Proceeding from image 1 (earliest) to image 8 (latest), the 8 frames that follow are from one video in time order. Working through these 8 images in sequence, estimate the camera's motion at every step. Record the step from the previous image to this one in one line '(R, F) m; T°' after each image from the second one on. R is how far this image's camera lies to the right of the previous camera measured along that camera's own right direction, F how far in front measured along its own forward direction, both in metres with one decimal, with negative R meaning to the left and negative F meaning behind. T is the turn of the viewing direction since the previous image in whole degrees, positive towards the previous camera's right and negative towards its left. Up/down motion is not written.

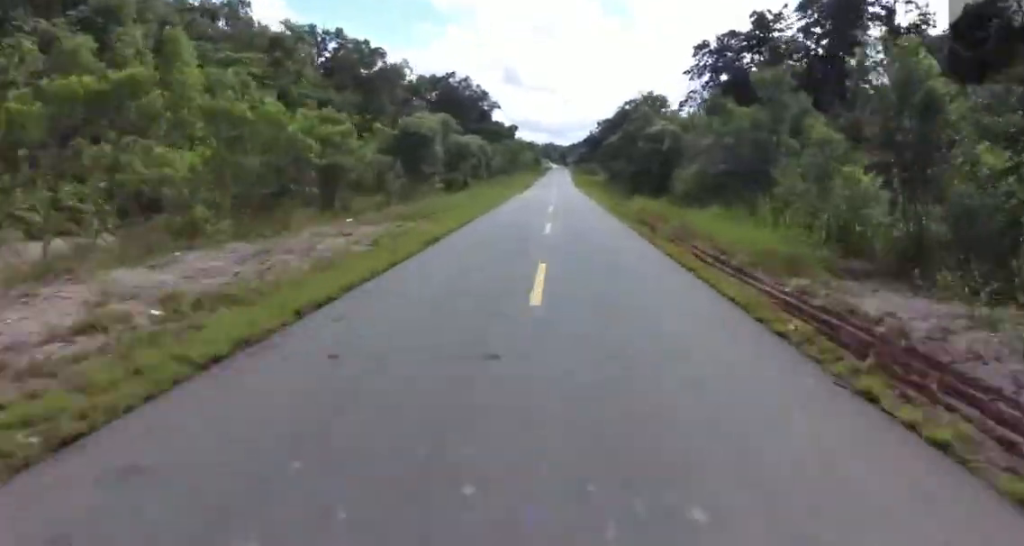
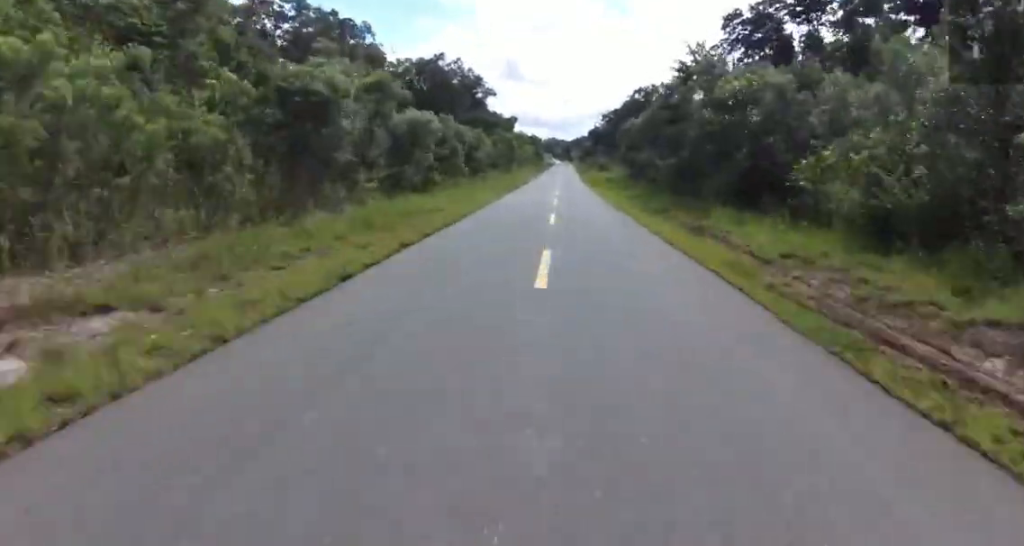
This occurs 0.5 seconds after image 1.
(+0.4, +17.7) m; +1°
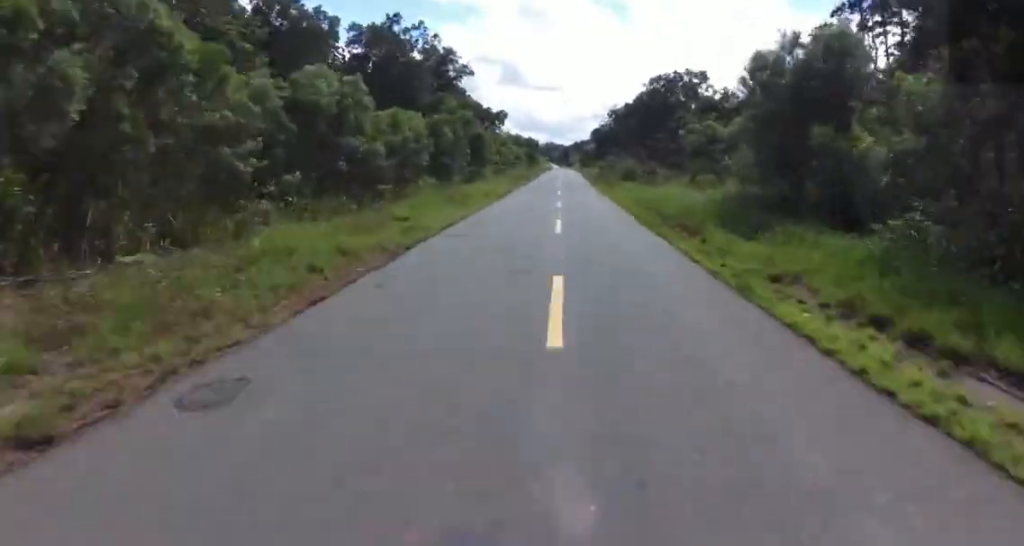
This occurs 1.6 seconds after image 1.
(-0.1, +35.6) m; -3°
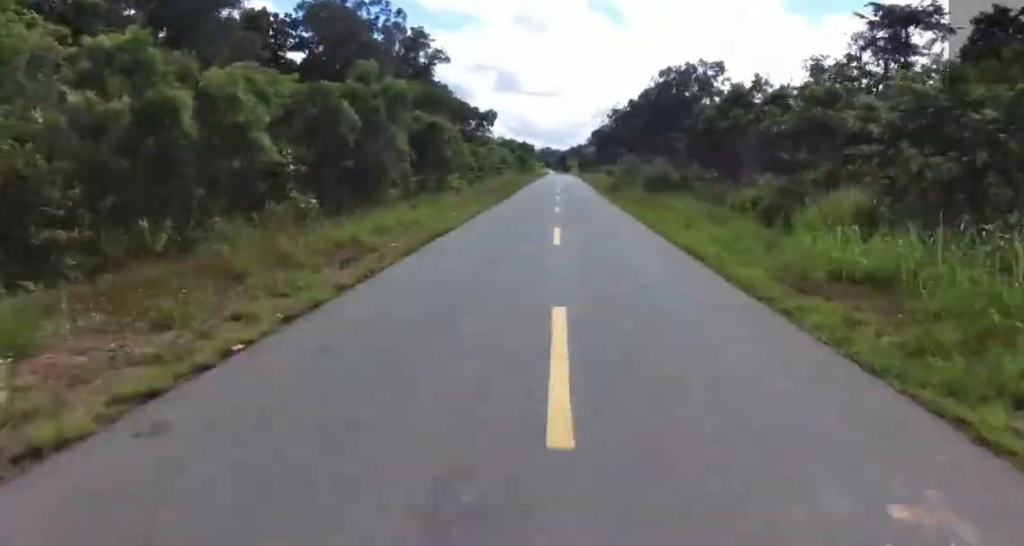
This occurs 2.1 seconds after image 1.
(-0.8, +18.1) m; -1°
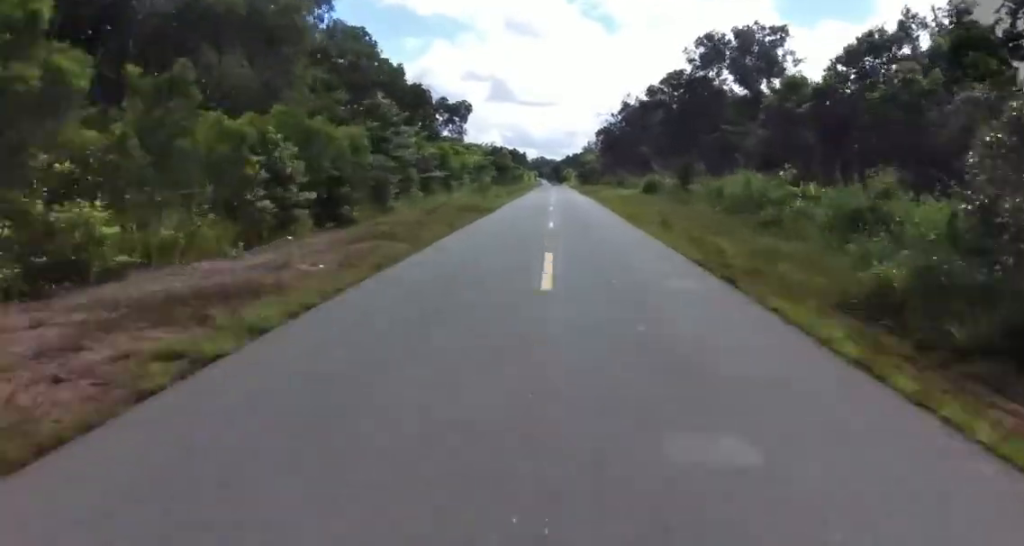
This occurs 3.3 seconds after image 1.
(-0.6, +37.5) m; +1°
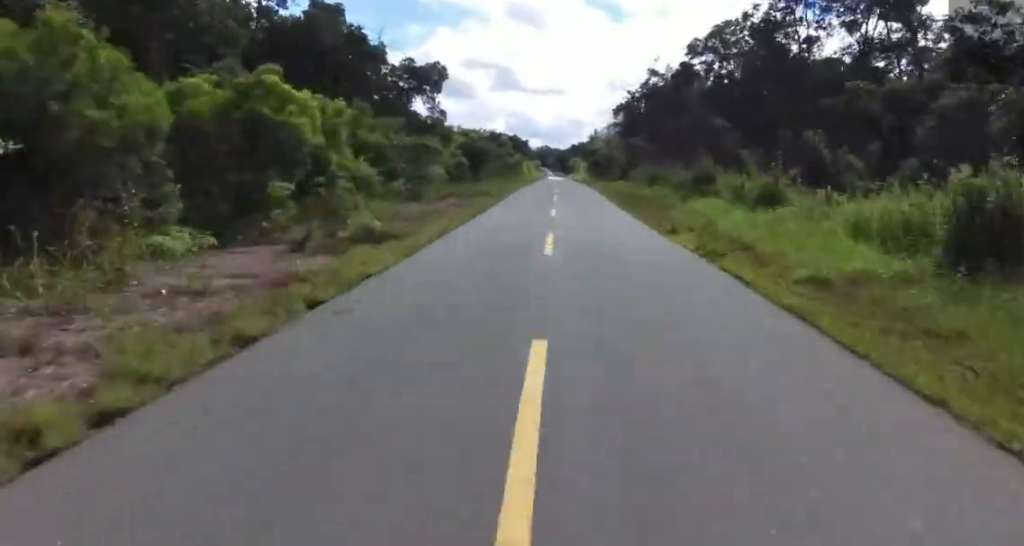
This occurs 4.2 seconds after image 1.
(+1.0, +31.8) m; +1°
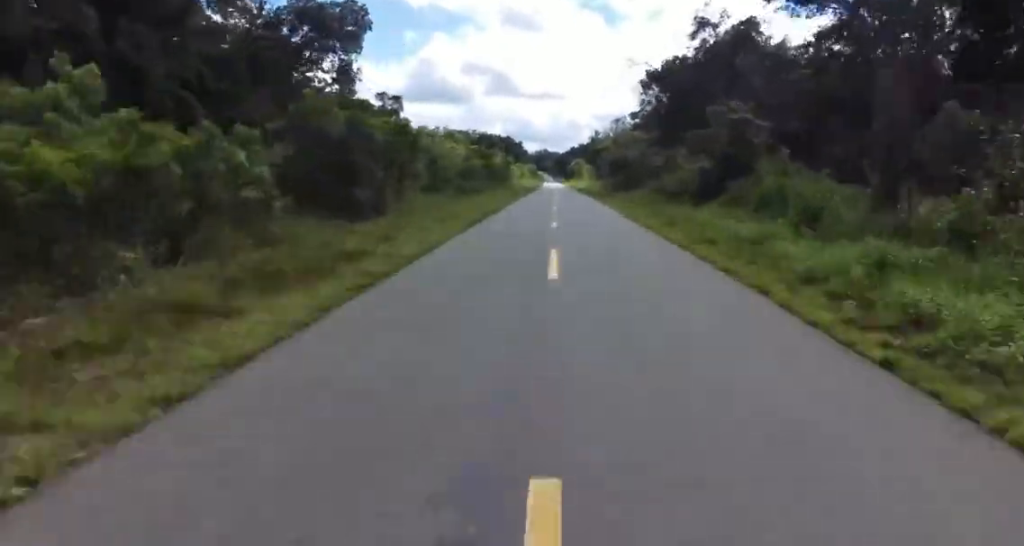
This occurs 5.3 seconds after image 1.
(-0.7, +35.9) m; 0°
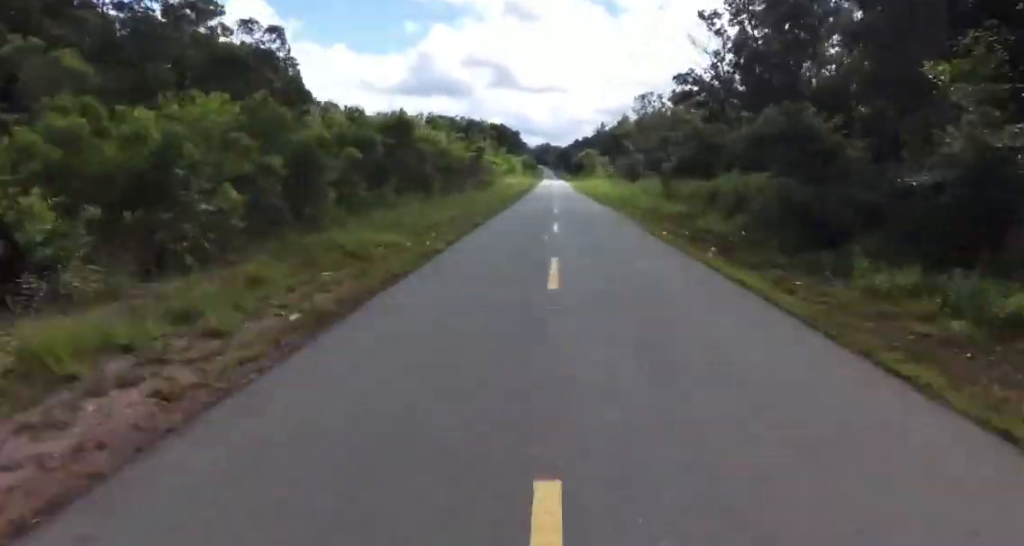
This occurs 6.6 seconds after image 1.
(+1.1, +41.8) m; 0°
